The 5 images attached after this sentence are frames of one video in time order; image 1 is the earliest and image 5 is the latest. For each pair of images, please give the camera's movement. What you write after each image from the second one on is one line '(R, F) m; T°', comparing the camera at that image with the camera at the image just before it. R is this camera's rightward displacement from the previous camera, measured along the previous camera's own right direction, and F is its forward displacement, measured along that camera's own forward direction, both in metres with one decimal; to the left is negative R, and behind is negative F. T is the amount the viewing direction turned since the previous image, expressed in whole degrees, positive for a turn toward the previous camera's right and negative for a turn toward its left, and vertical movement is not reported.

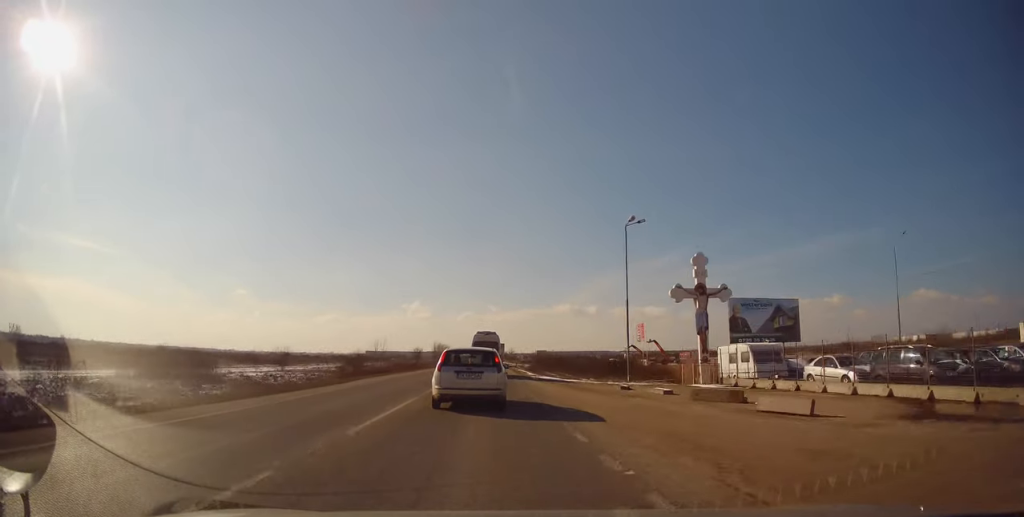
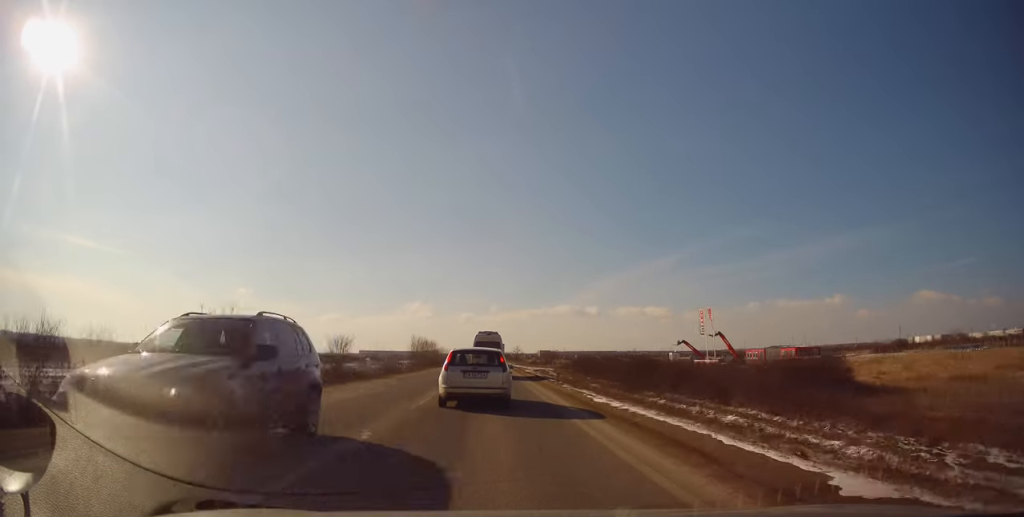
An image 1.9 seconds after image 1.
(-0.8, +38.7) m; -1°
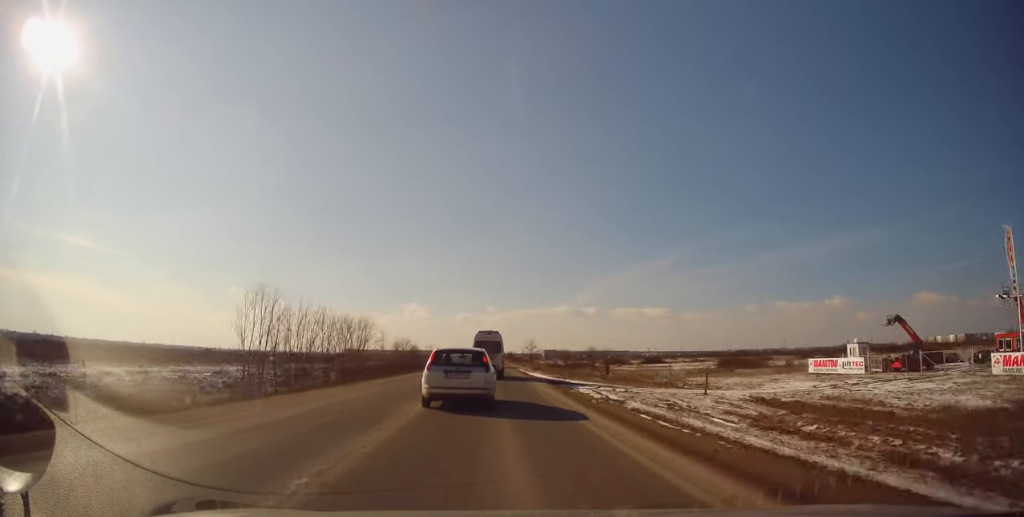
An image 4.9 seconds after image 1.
(+0.1, +61.7) m; 0°
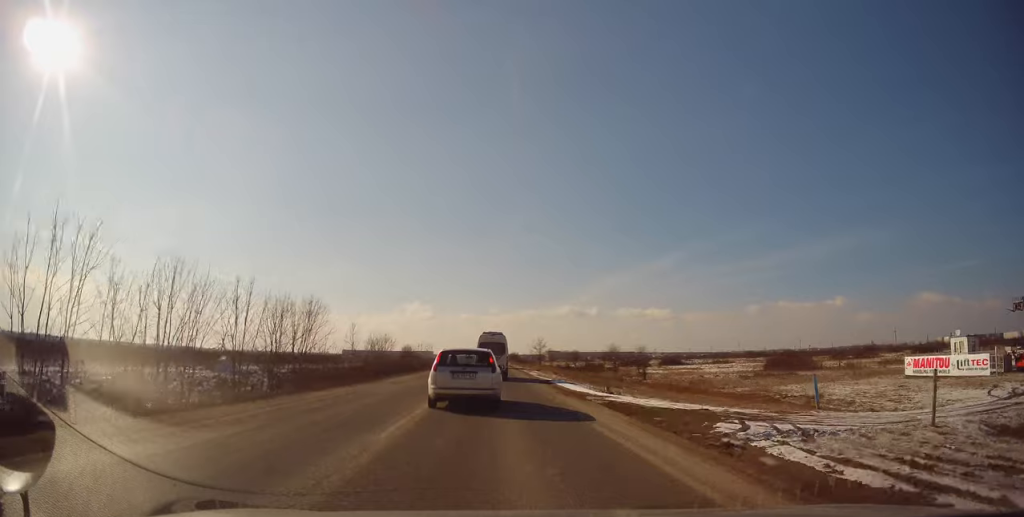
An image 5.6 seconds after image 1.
(+0.4, +15.7) m; +1°
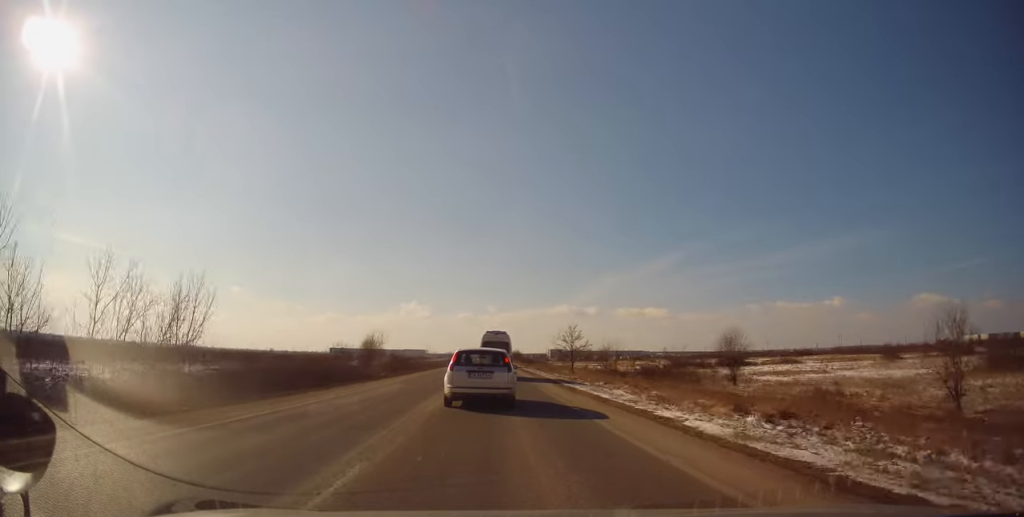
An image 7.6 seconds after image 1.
(-0.9, +39.8) m; -2°
